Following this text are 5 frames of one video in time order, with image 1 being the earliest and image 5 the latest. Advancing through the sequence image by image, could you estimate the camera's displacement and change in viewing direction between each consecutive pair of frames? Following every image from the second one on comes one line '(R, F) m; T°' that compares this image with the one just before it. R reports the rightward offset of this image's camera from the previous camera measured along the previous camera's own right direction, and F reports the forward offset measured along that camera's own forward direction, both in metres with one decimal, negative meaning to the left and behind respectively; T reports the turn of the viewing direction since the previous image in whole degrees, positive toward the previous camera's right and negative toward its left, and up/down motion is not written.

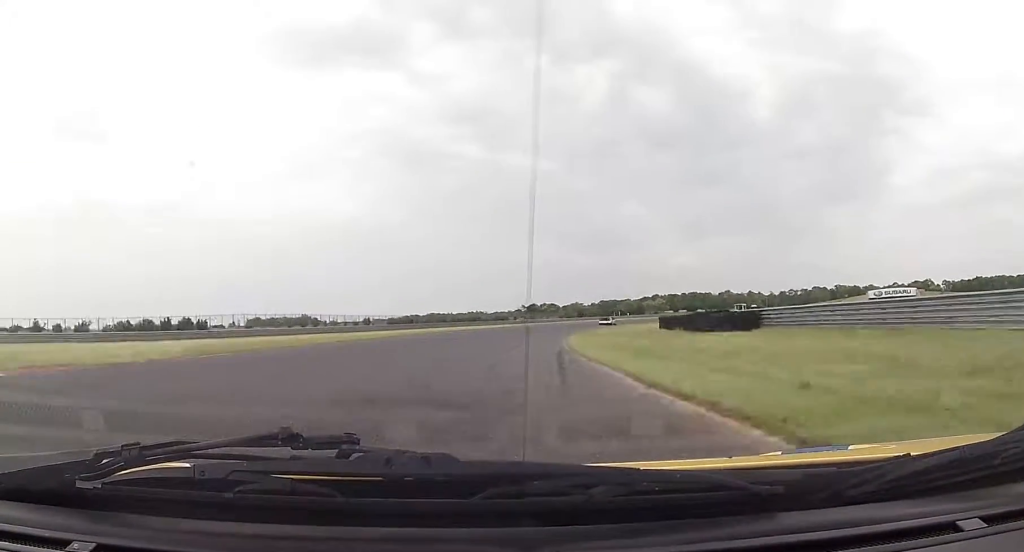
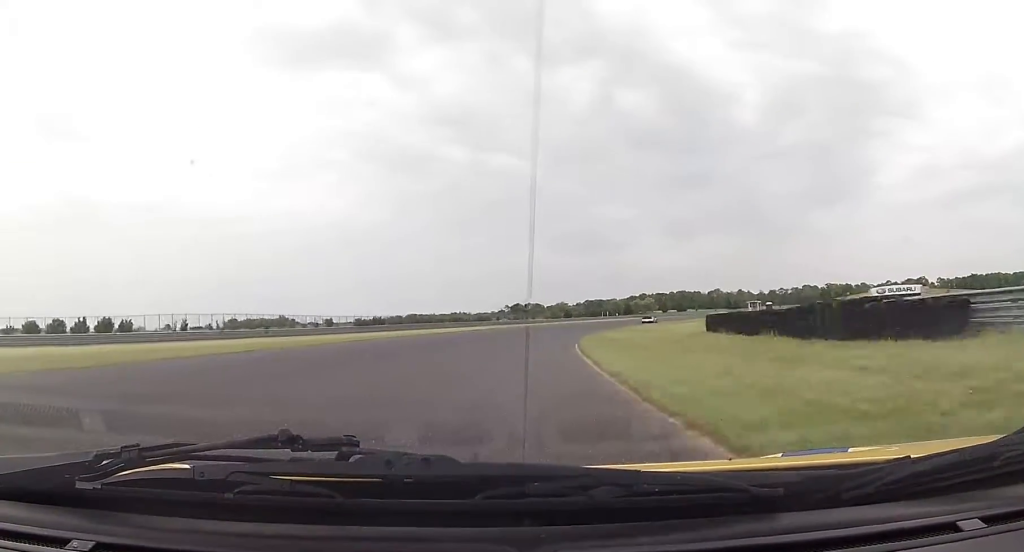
(+0.3, +17.6) m; +2°
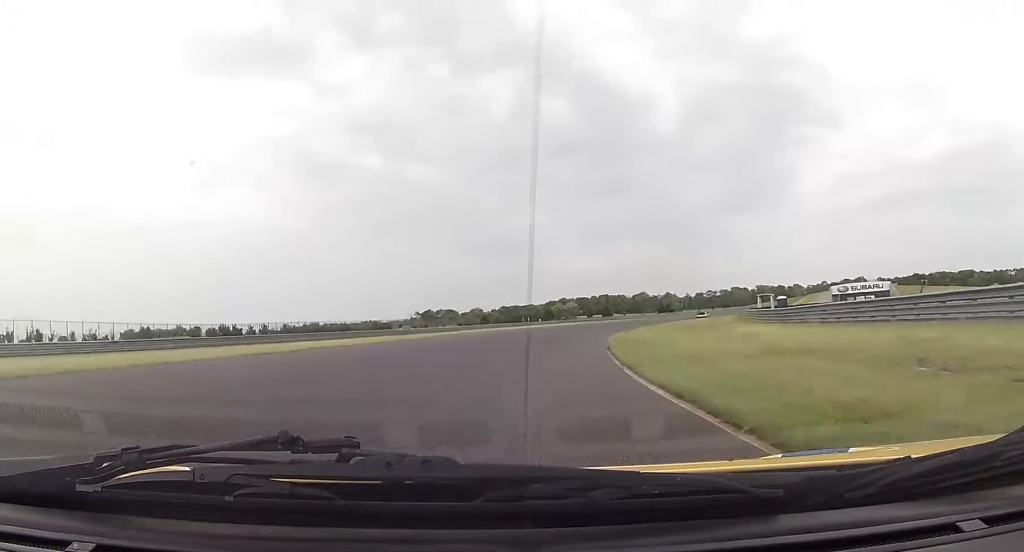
(+1.2, +40.3) m; +5°
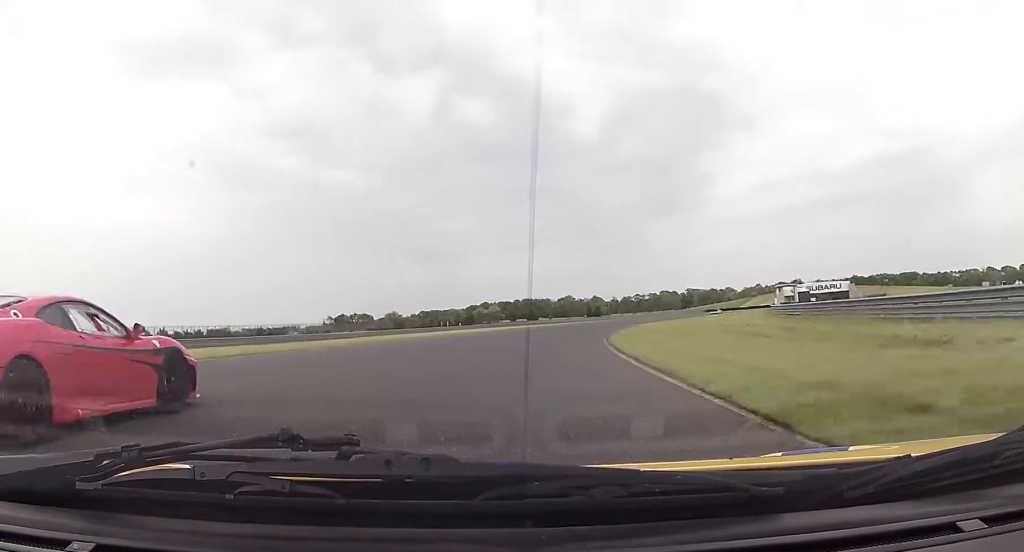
(+0.6, +27.2) m; +6°
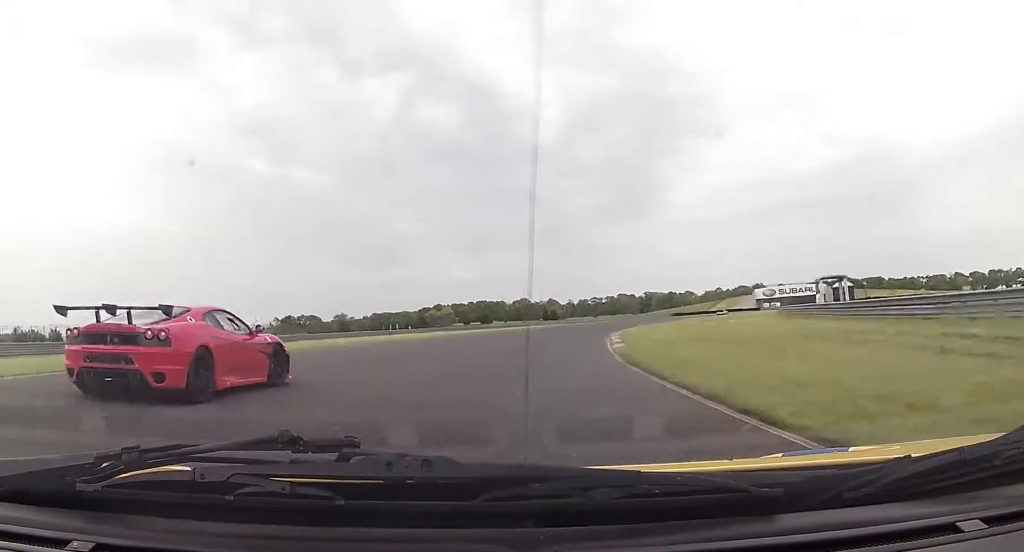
(+1.4, +16.1) m; +4°
